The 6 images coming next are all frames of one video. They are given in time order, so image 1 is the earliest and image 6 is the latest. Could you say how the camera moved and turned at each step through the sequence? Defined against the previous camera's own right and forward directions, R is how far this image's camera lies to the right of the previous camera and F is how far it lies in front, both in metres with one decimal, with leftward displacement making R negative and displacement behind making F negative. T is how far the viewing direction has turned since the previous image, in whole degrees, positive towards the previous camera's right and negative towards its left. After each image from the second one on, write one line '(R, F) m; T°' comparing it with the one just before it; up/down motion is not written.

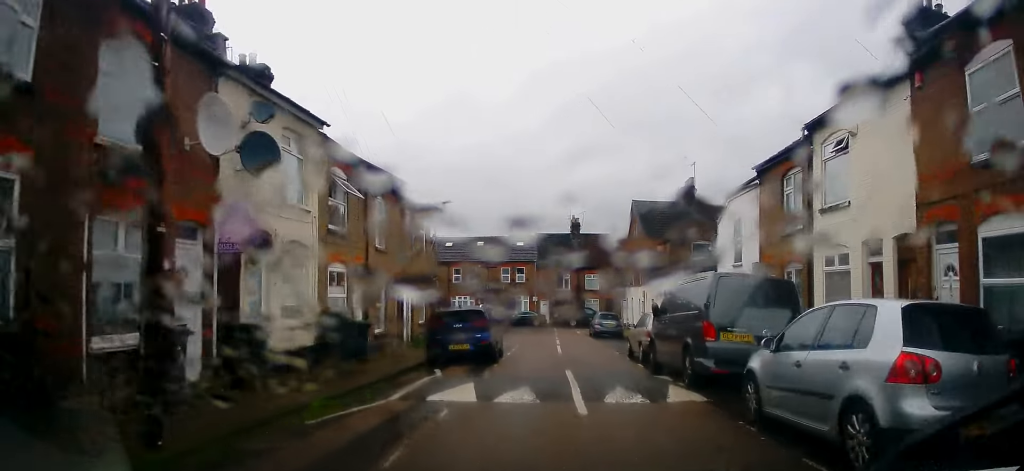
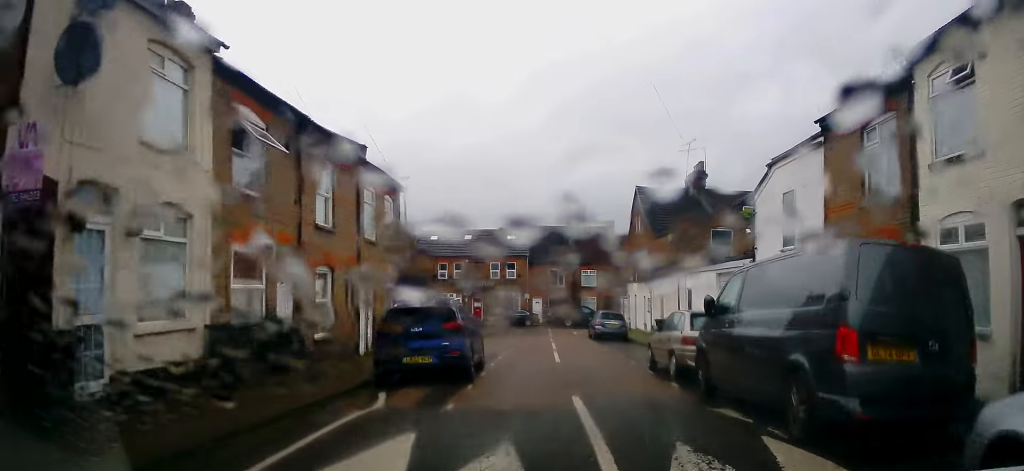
(0.0, +4.5) m; 0°
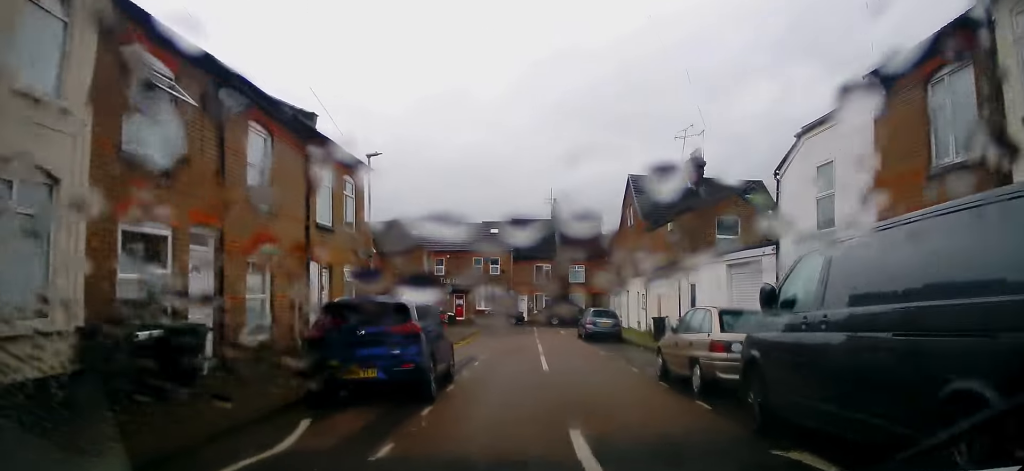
(-0.2, +2.8) m; 0°
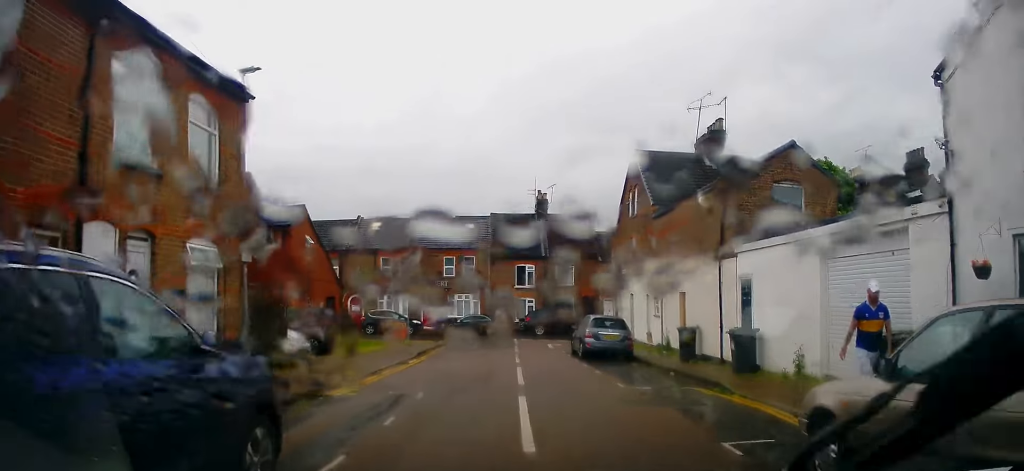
(+0.4, +7.3) m; +1°
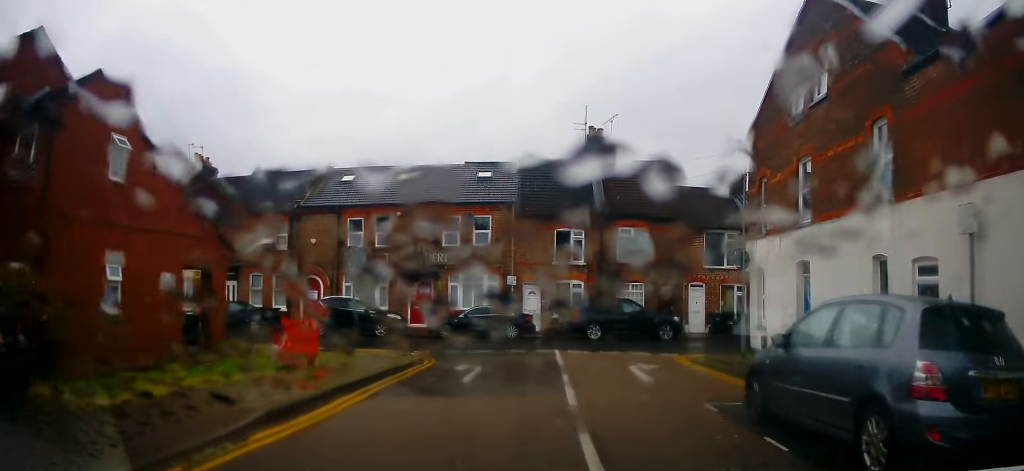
(-0.6, +15.3) m; +1°
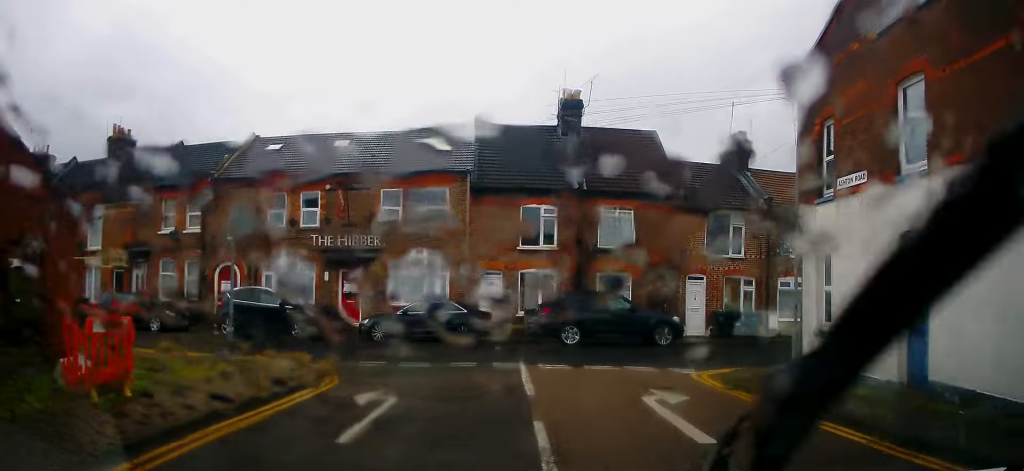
(+0.1, +5.6) m; +1°
